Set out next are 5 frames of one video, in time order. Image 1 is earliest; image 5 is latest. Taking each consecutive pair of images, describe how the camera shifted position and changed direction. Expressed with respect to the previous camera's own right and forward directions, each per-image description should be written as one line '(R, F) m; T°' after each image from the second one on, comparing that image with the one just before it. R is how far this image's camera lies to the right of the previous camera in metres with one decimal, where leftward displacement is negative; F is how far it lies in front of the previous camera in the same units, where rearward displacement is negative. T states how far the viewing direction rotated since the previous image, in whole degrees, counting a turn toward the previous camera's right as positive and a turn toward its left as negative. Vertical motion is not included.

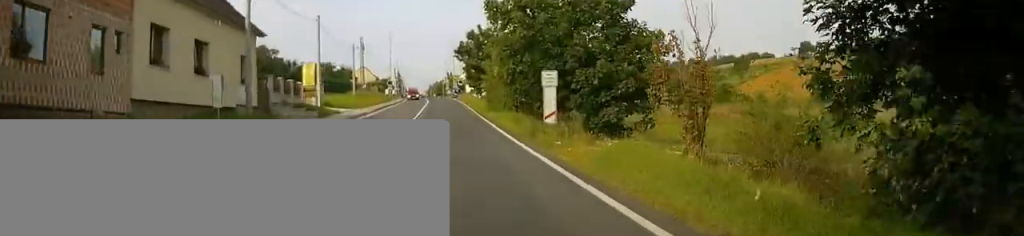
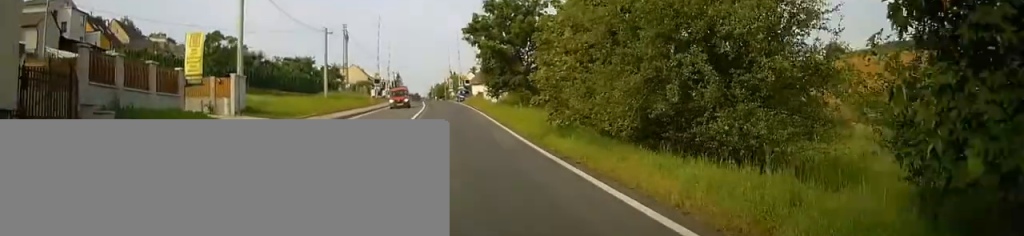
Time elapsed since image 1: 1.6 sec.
(-0.1, +20.6) m; -1°
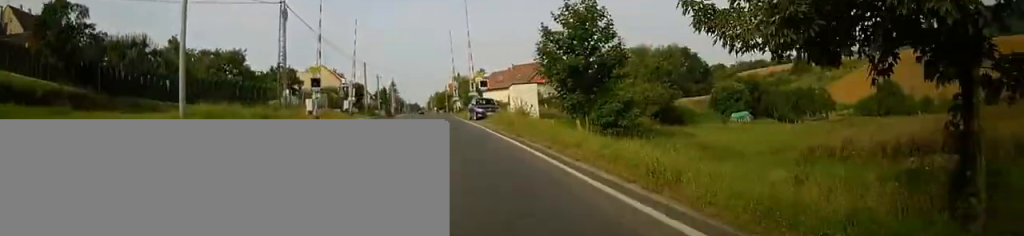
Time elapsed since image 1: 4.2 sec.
(-0.2, +33.9) m; -1°
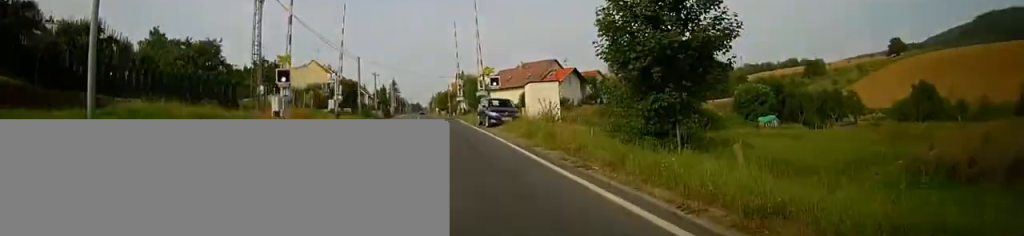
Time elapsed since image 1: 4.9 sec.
(-0.1, +8.3) m; +4°
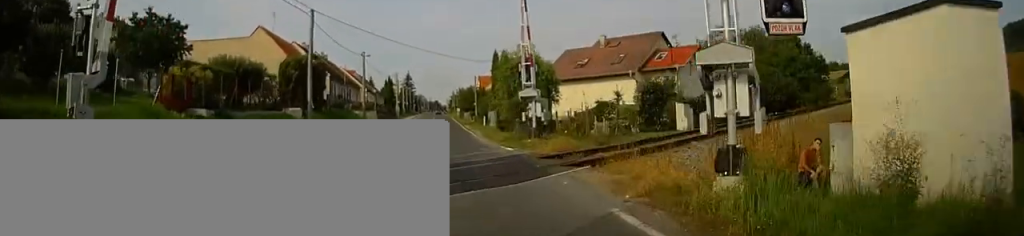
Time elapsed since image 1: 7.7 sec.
(-3.3, +34.0) m; -11°
